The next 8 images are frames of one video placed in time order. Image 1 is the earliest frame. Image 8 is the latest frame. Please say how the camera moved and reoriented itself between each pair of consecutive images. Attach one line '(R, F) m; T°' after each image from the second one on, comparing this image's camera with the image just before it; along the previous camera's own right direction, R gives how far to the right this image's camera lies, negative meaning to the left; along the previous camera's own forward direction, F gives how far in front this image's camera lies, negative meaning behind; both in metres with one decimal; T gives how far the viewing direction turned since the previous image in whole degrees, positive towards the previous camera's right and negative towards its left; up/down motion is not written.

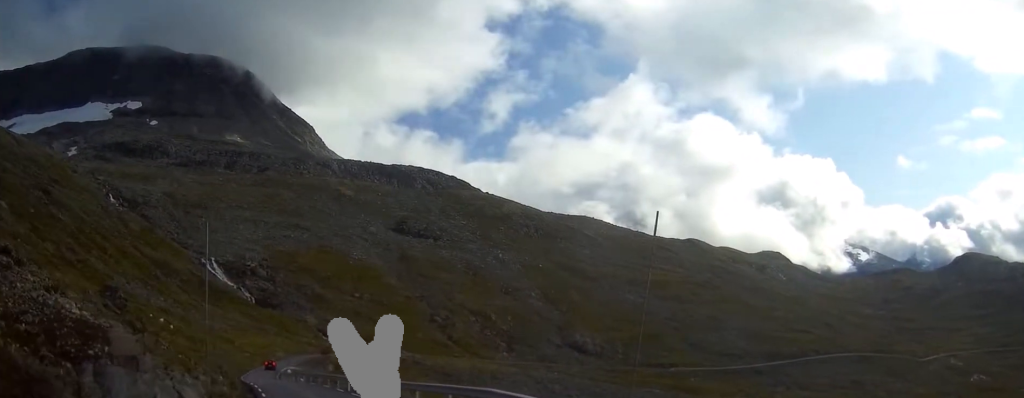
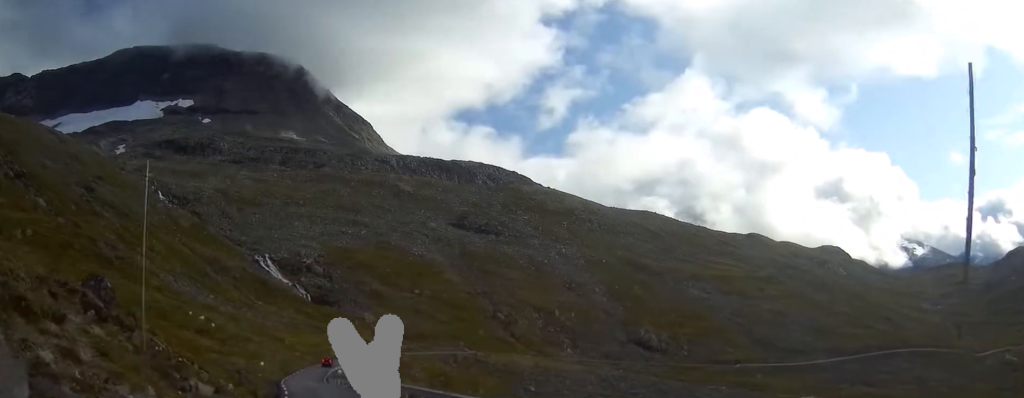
(-0.2, +7.3) m; -5°
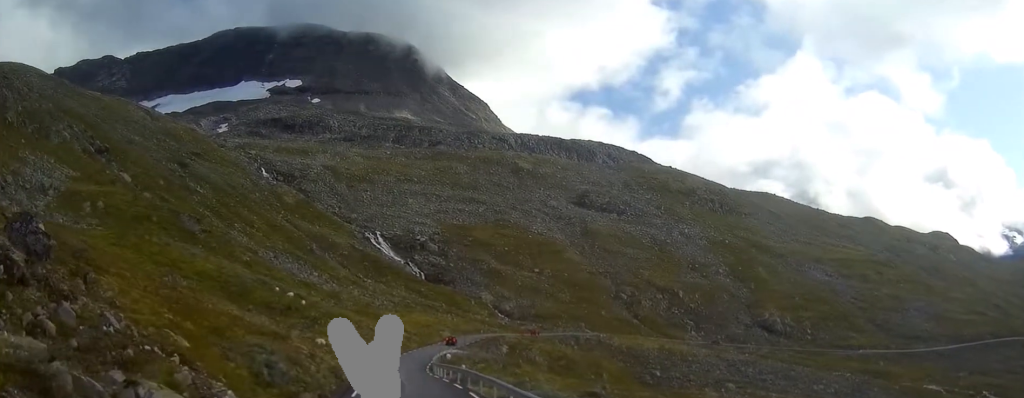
(-1.3, +12.6) m; -10°
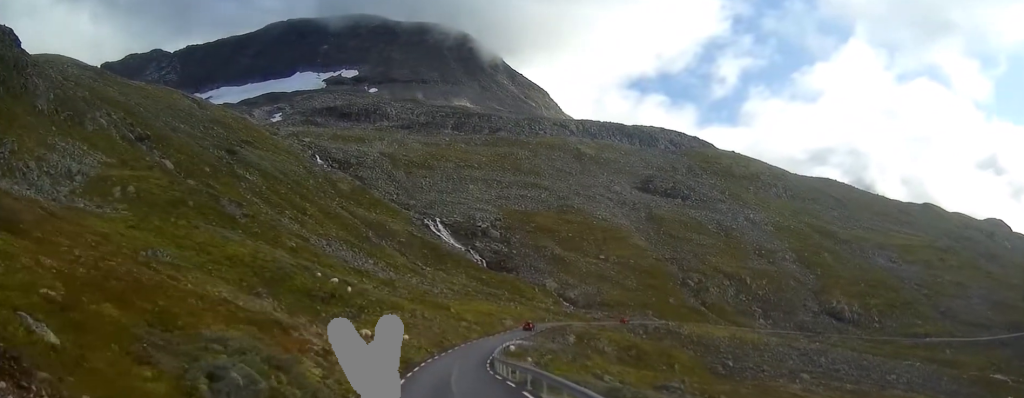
(-0.5, +9.9) m; -4°
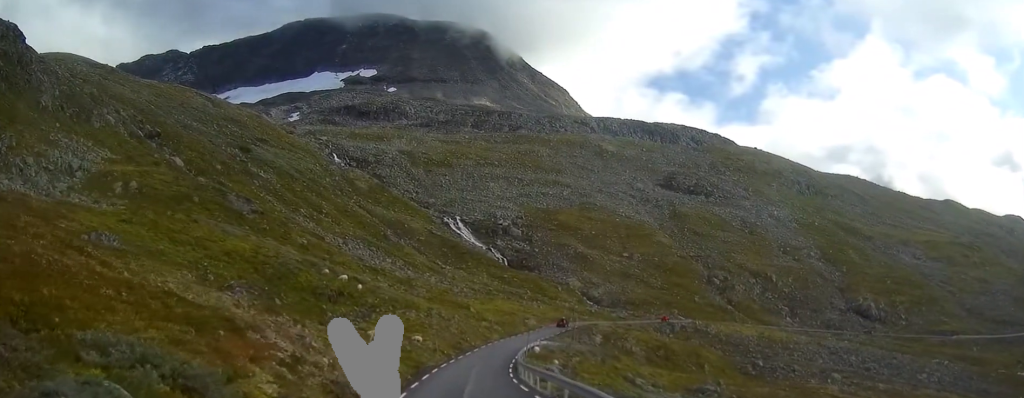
(-0.1, +6.6) m; -1°
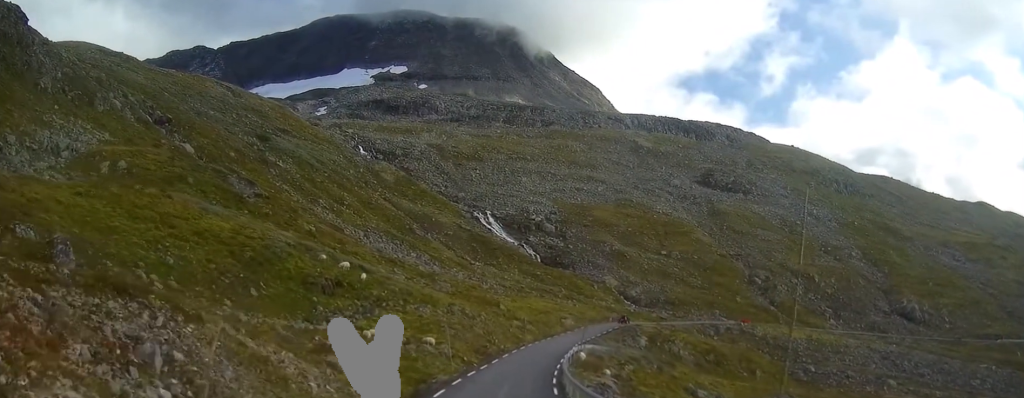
(-0.2, +14.9) m; -2°
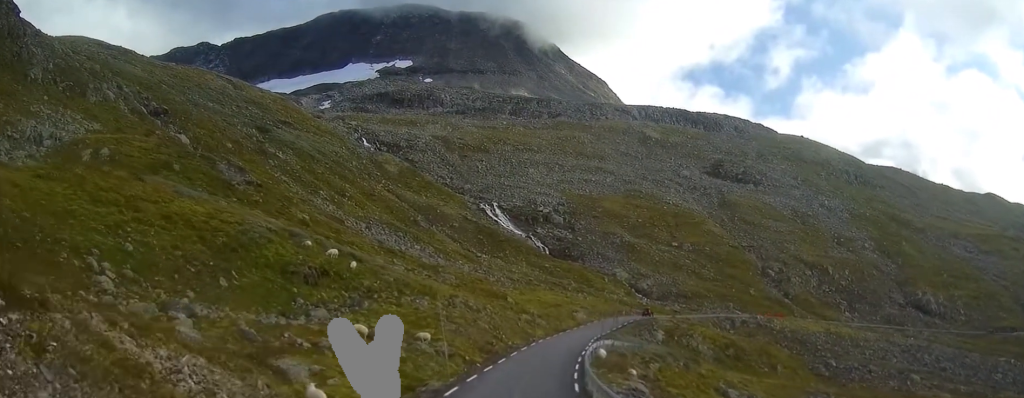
(-0.1, +7.5) m; -1°
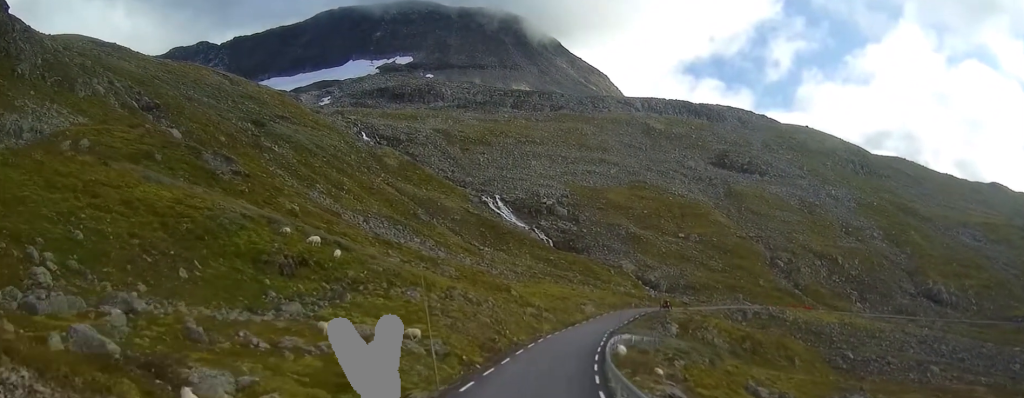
(0.0, +6.6) m; 0°
